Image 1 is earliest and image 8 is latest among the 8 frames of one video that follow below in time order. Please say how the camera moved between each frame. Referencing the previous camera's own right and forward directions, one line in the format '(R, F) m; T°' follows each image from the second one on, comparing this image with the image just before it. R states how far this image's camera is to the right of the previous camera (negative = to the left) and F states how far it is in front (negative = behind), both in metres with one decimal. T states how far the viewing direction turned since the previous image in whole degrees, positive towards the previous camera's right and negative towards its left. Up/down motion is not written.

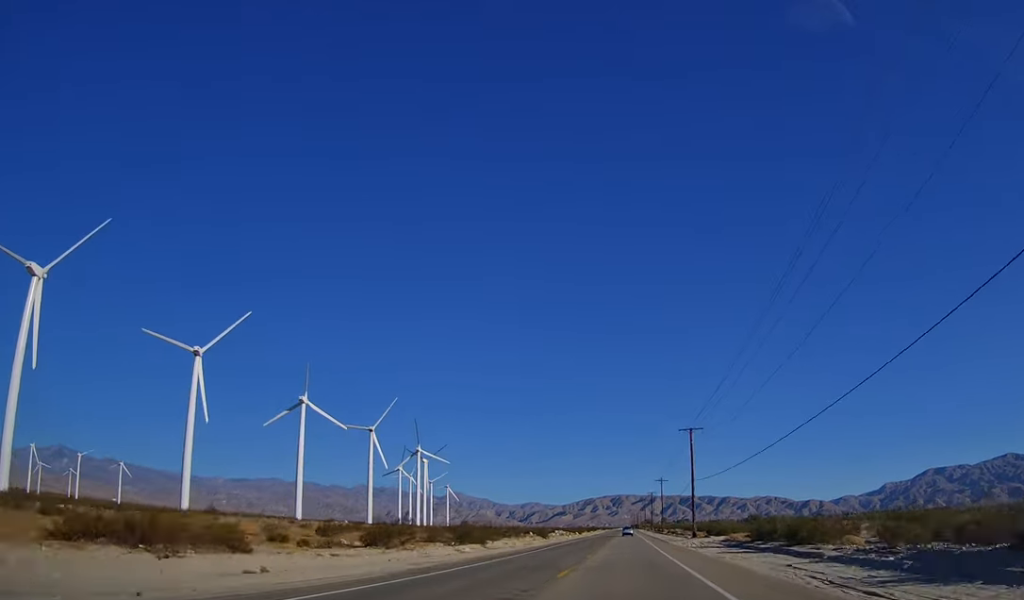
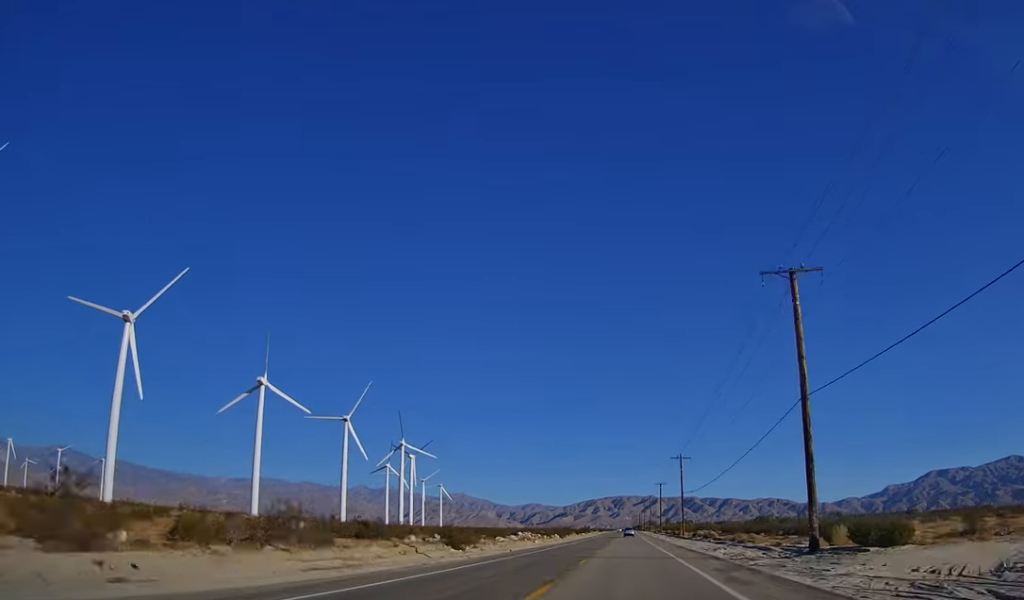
(0.0, +50.4) m; 0°
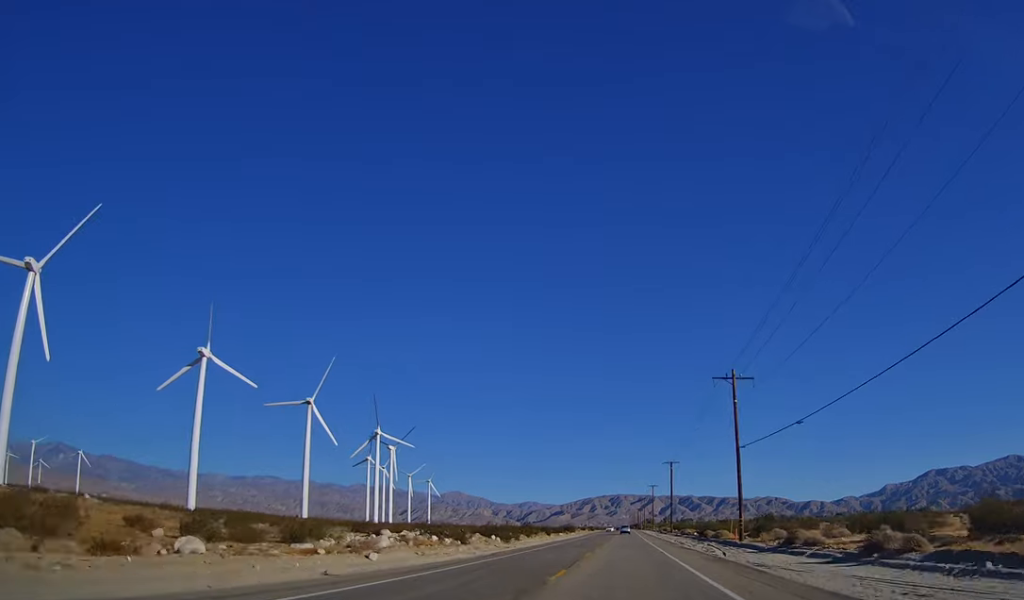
(0.0, +52.3) m; 0°
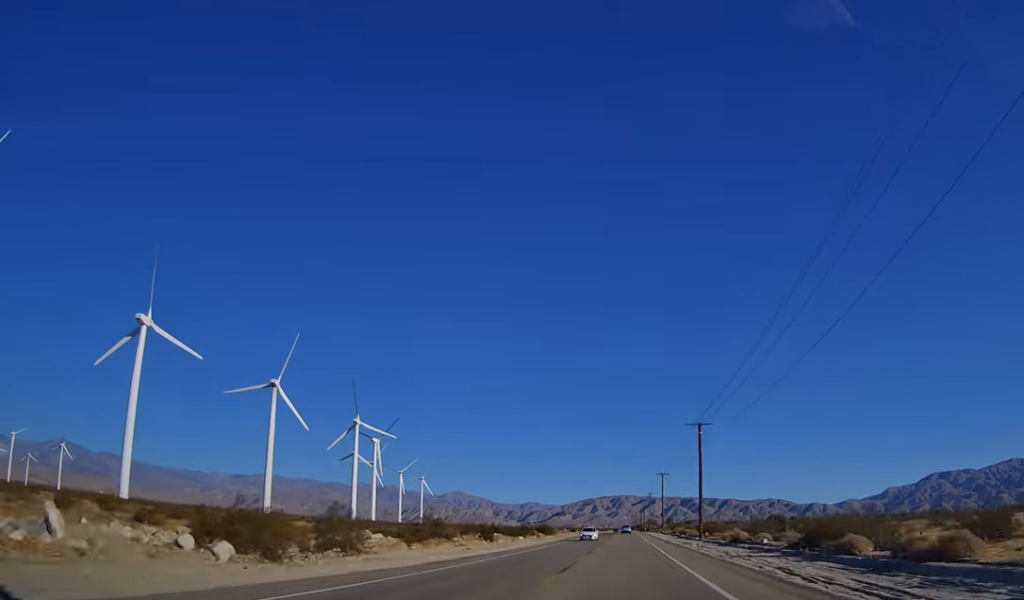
(0.0, +46.6) m; 0°
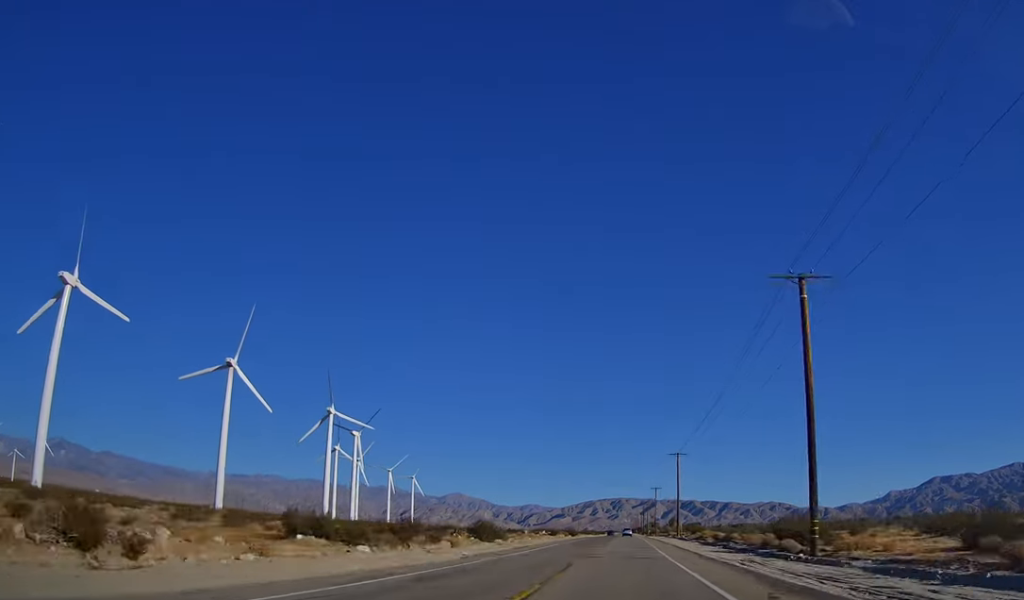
(+0.1, +46.4) m; 0°
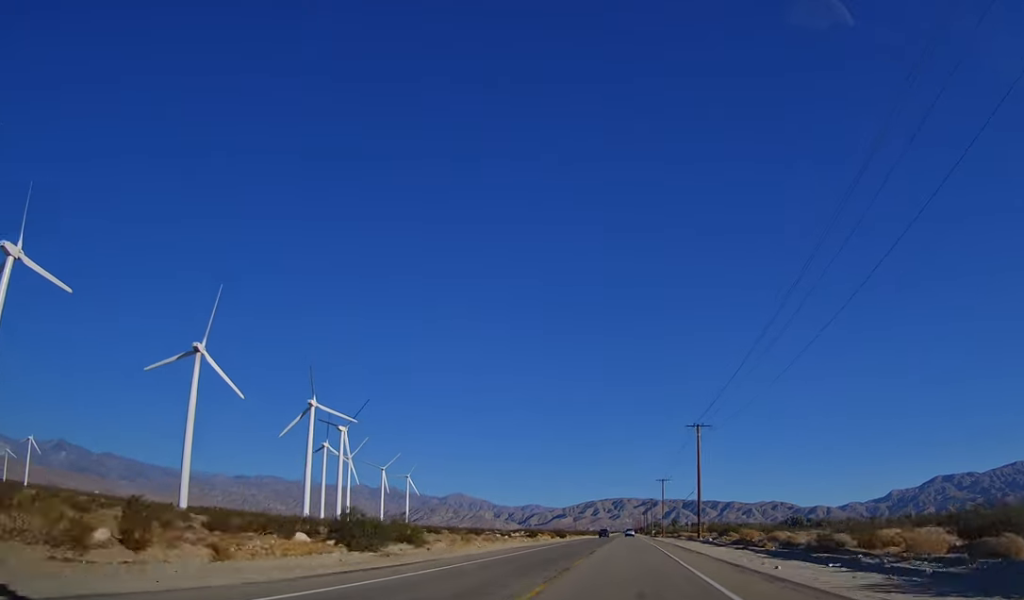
(-0.2, +29.5) m; 0°
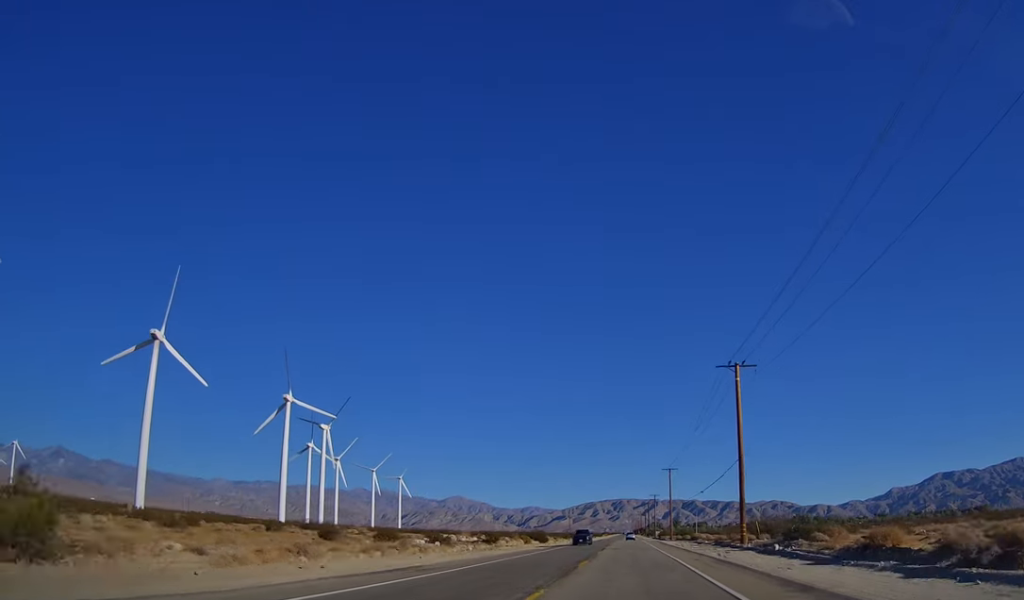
(-0.2, +29.5) m; 0°
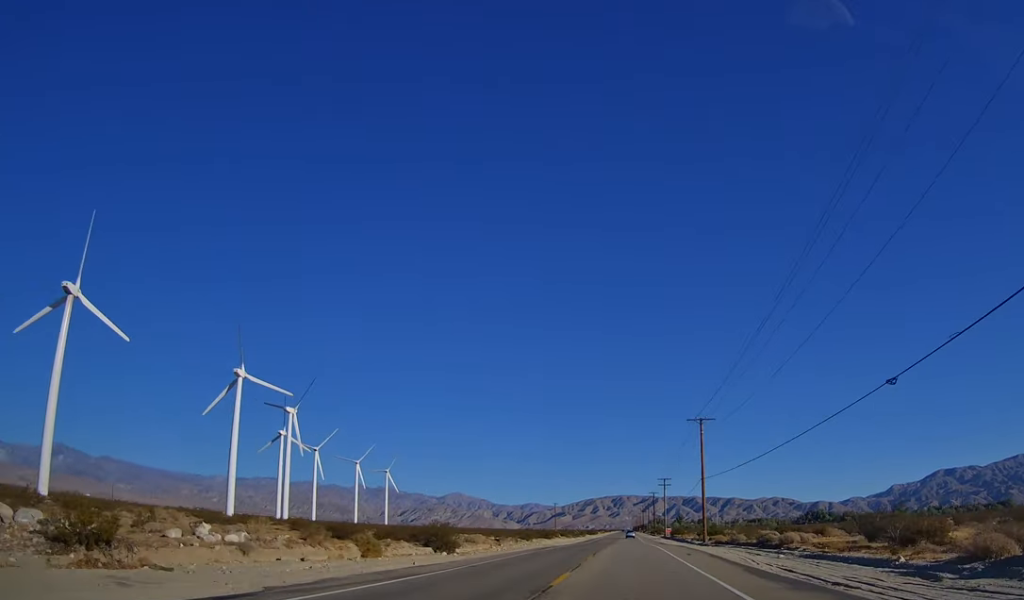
(+0.4, +53.4) m; 0°
